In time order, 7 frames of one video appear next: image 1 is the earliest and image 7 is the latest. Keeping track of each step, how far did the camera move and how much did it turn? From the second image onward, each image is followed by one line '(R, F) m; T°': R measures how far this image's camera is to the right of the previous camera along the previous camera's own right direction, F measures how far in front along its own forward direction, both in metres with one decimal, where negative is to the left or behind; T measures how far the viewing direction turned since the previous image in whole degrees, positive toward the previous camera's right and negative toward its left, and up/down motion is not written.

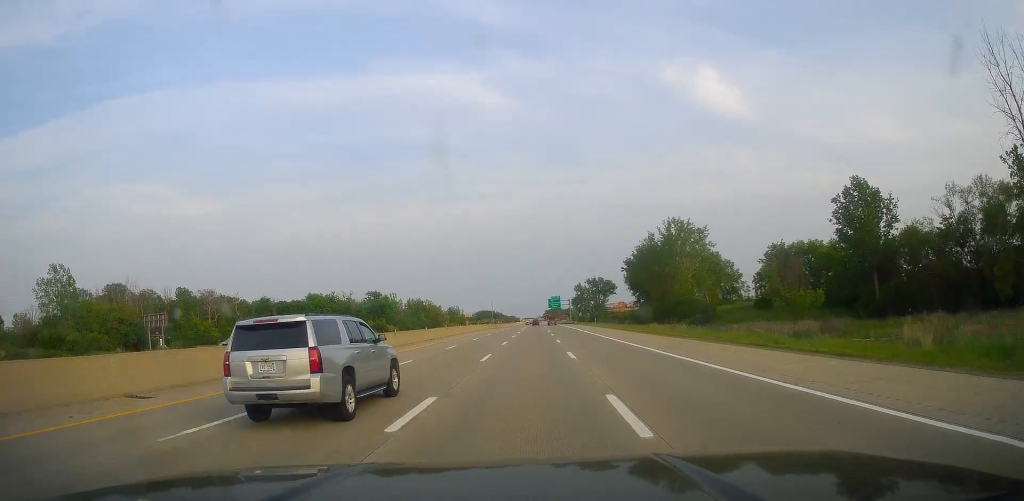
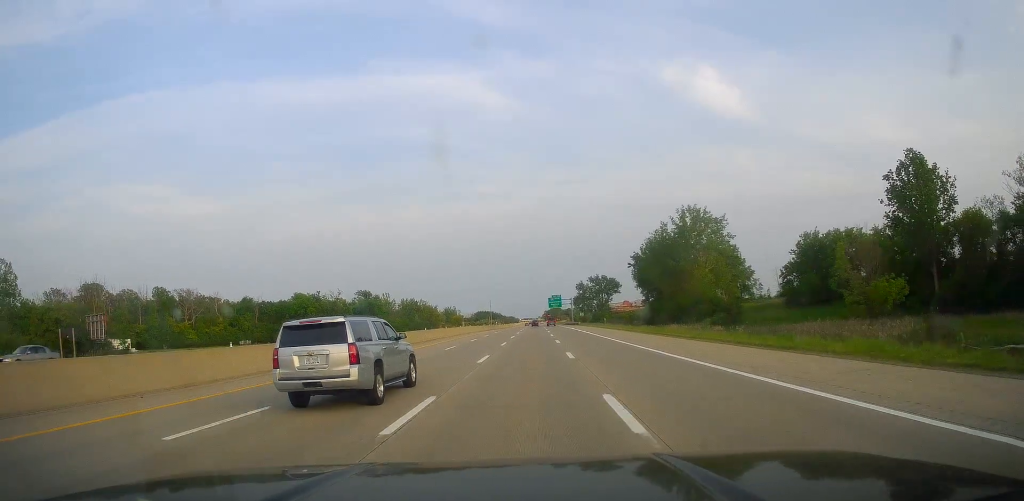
(+0.3, +15.3) m; 0°
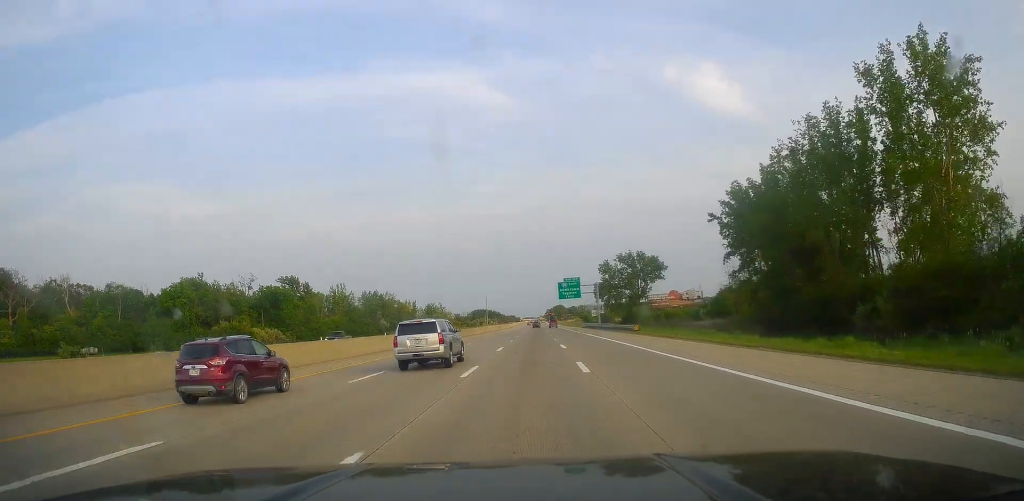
(-0.4, +81.6) m; -1°
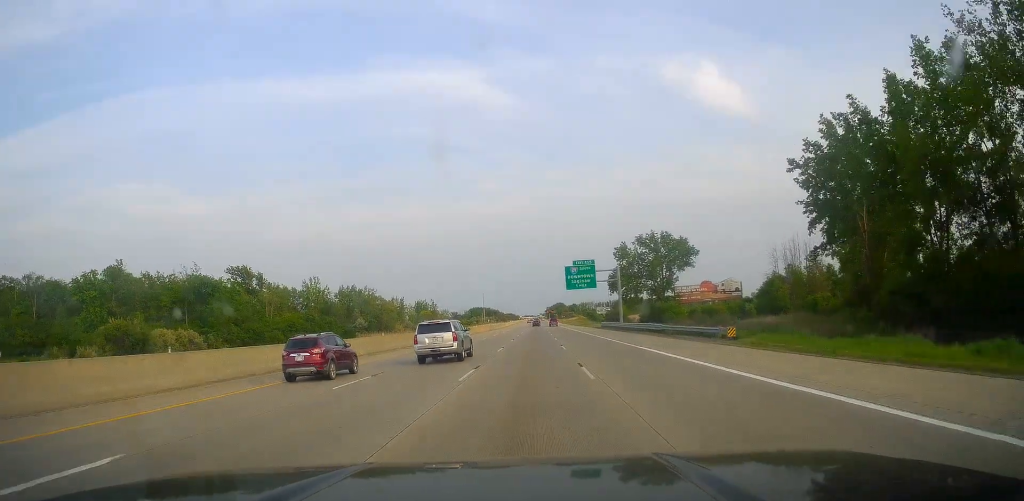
(-0.1, +31.6) m; -1°
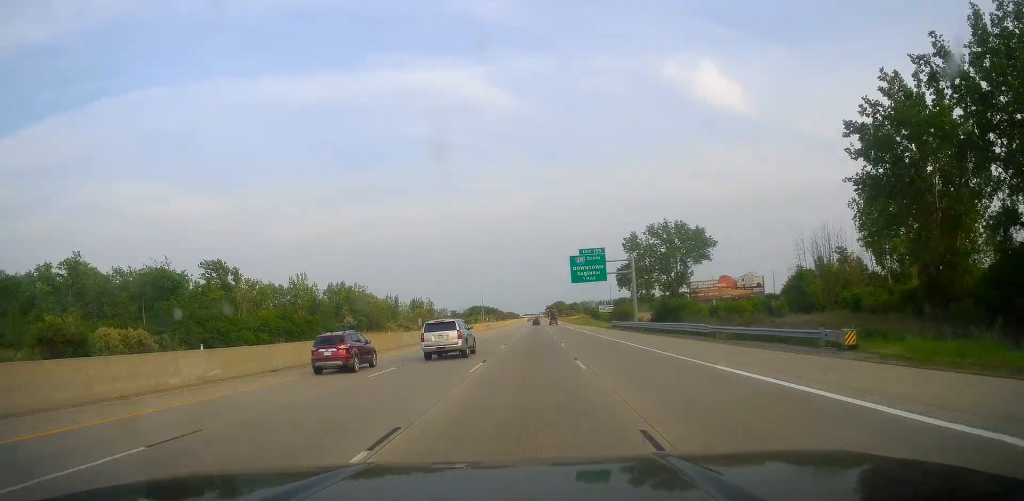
(-0.2, +13.1) m; 0°
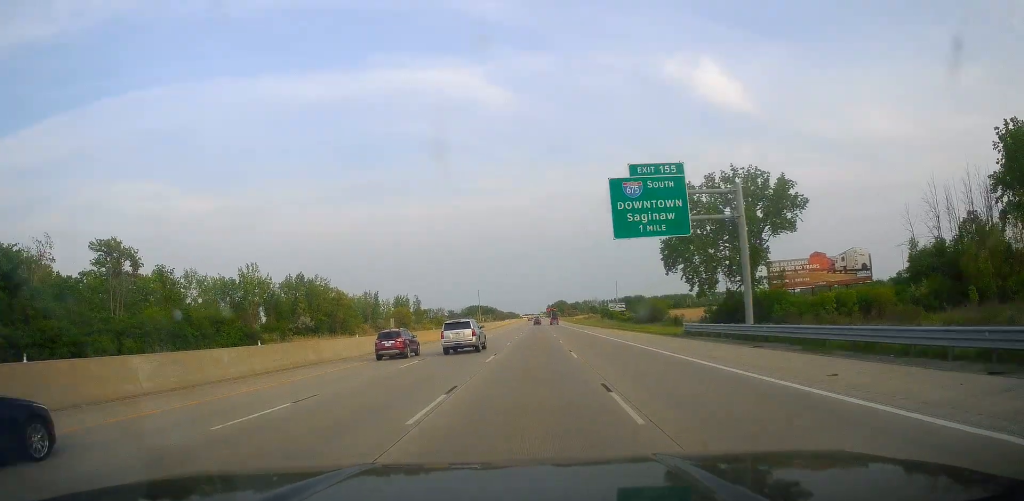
(0.0, +40.4) m; +1°
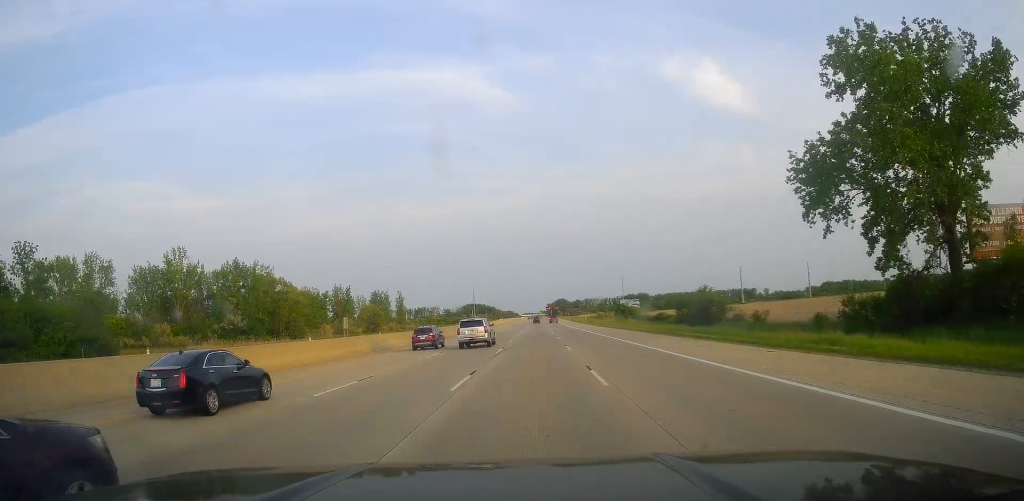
(+0.5, +40.5) m; +1°
